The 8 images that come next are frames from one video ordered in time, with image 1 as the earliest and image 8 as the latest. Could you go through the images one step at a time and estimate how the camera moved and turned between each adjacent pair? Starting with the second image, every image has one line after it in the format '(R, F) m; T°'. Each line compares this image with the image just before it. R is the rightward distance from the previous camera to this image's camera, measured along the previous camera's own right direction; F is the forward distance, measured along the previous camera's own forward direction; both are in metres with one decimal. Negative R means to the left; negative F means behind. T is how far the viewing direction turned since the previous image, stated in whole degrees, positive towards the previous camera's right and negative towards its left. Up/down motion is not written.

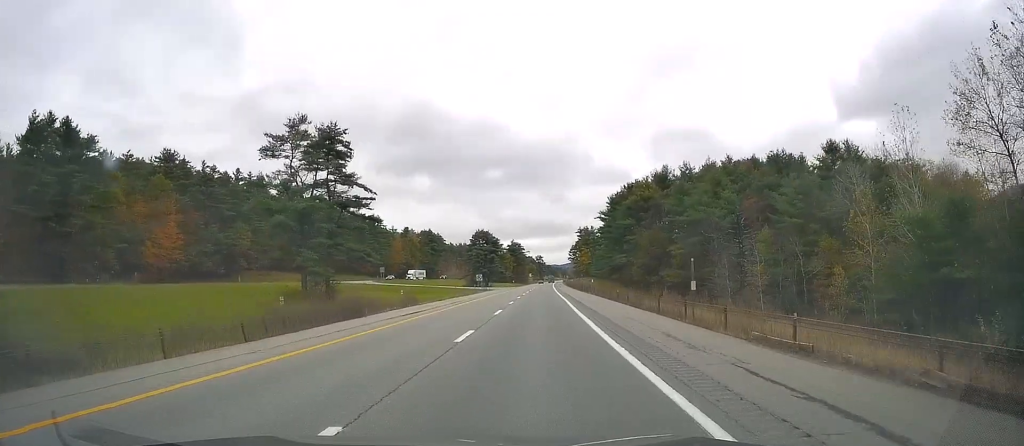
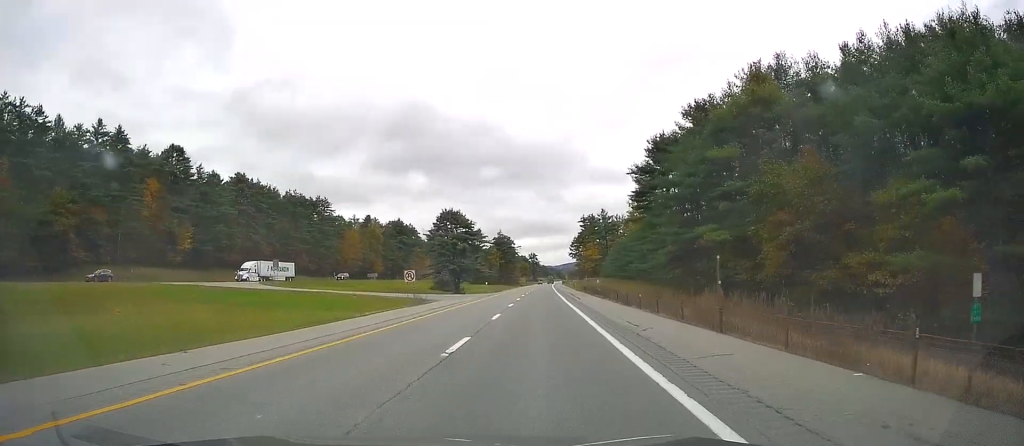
(-0.3, +62.4) m; 0°
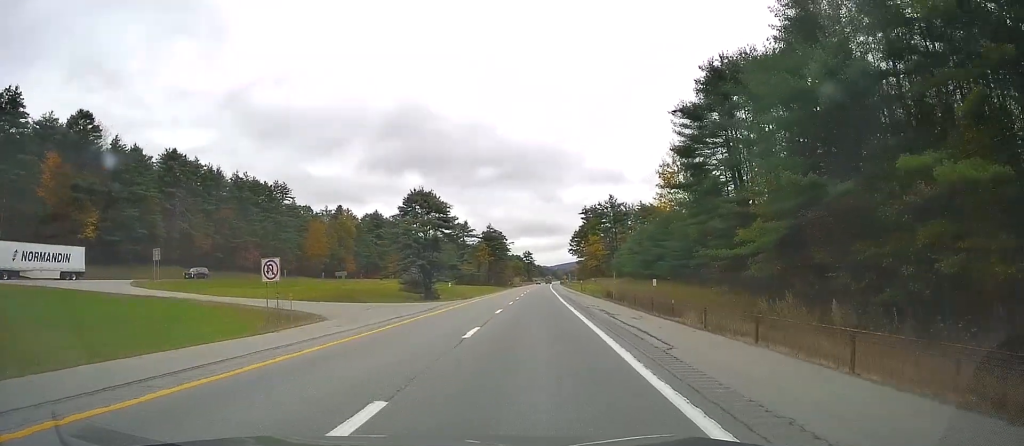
(+0.2, +32.2) m; +1°
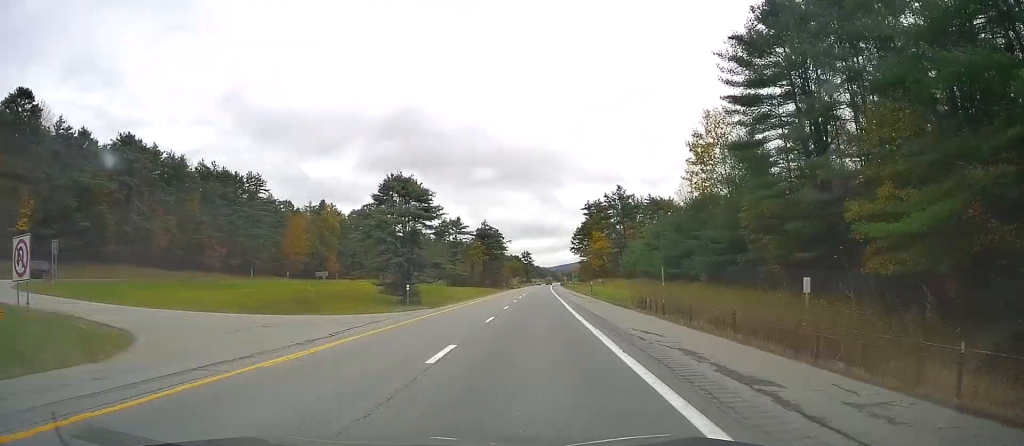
(+0.2, +17.2) m; 0°
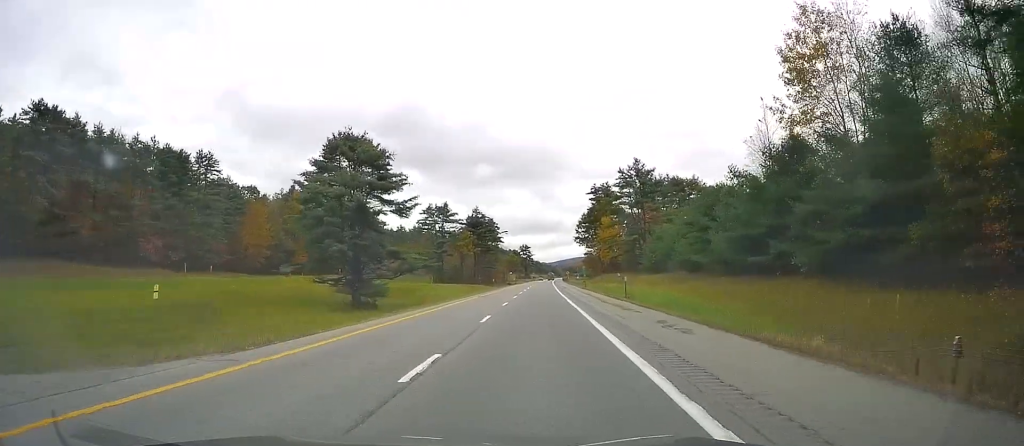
(+0.1, +26.1) m; 0°
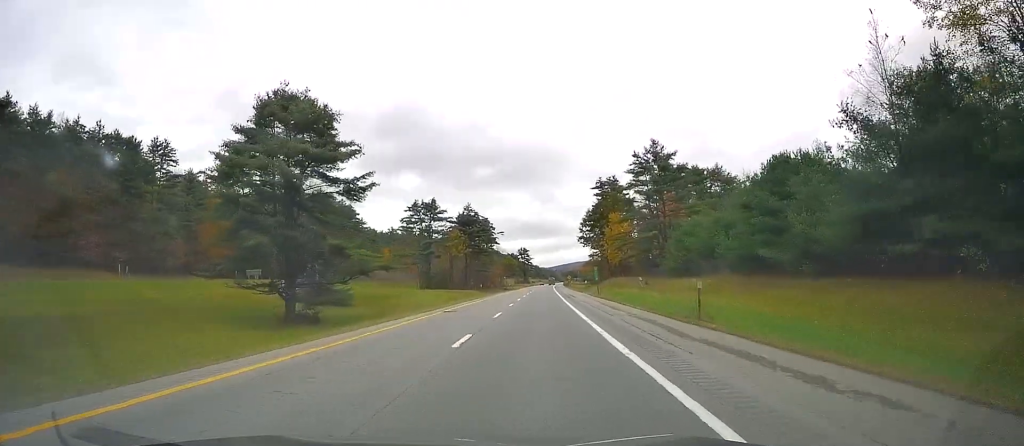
(-0.2, +18.7) m; -1°
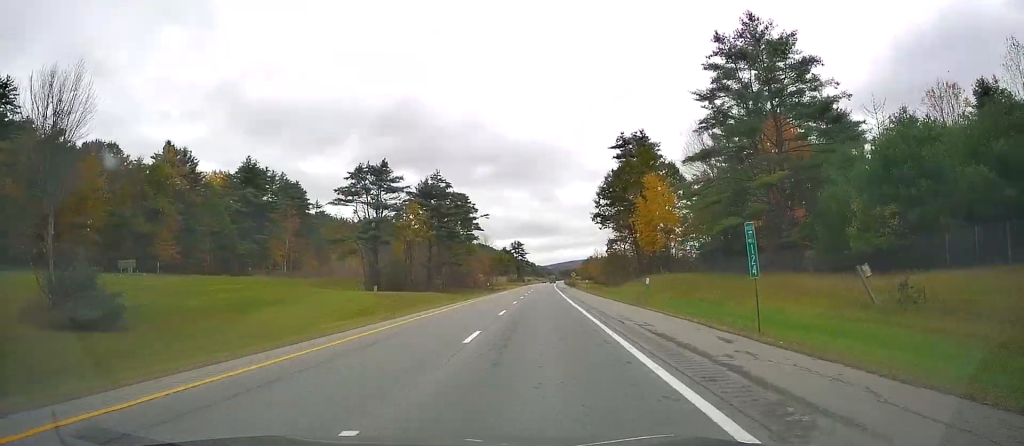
(+0.5, +47.7) m; +1°
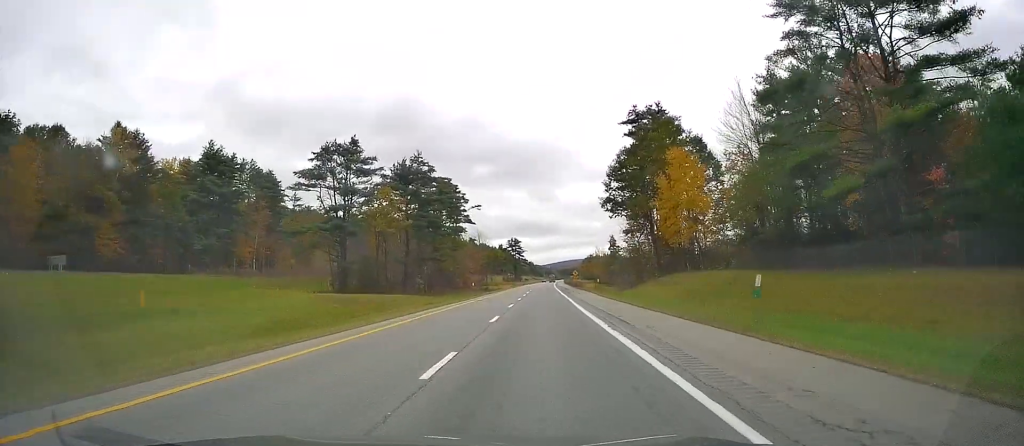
(+0.1, +17.3) m; 0°
